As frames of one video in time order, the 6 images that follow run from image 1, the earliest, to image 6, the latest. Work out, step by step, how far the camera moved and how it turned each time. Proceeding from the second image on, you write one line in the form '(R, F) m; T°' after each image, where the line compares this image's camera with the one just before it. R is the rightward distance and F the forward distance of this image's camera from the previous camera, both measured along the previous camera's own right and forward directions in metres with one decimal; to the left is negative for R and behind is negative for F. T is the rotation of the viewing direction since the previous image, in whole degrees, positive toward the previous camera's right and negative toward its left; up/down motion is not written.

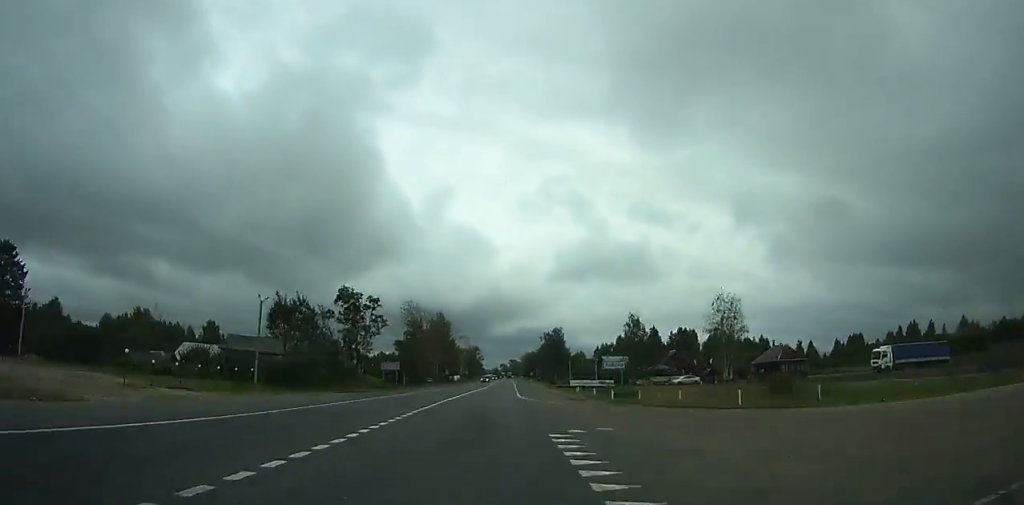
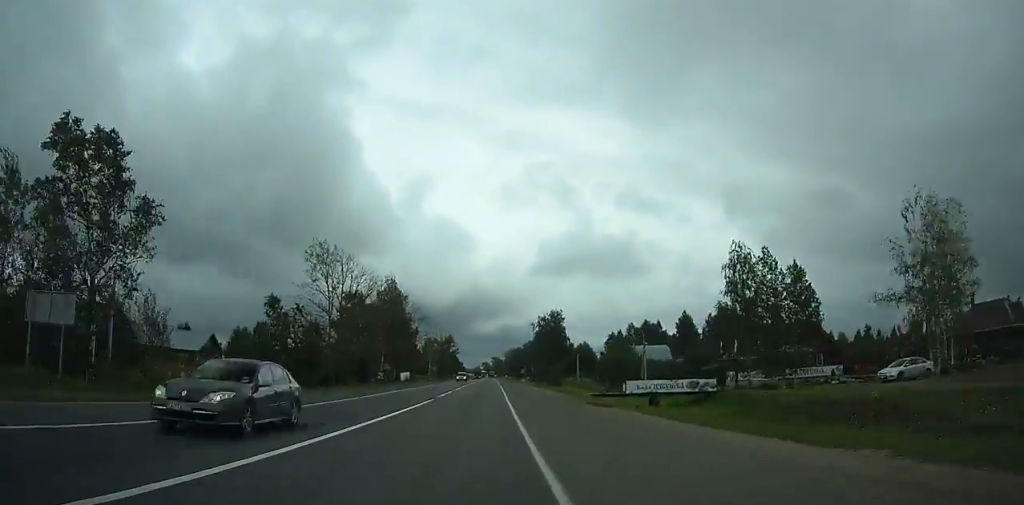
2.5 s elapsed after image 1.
(+0.7, +52.8) m; +1°
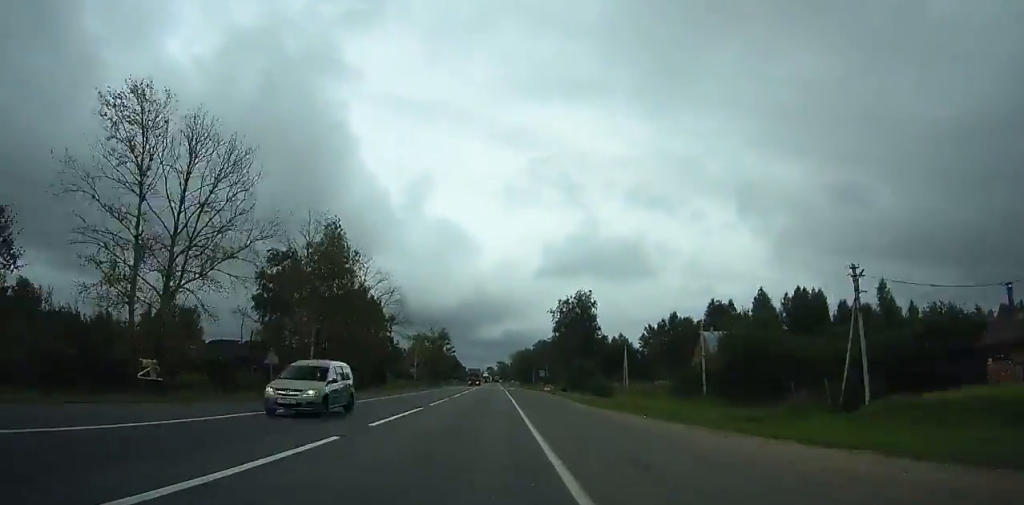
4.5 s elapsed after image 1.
(+0.2, +41.8) m; 0°
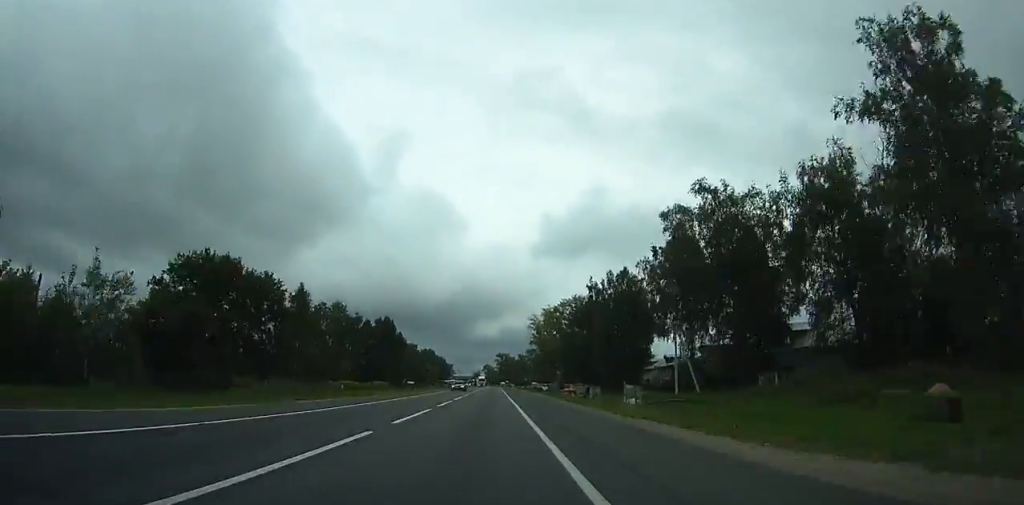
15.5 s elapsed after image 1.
(-0.6, +230.7) m; 0°
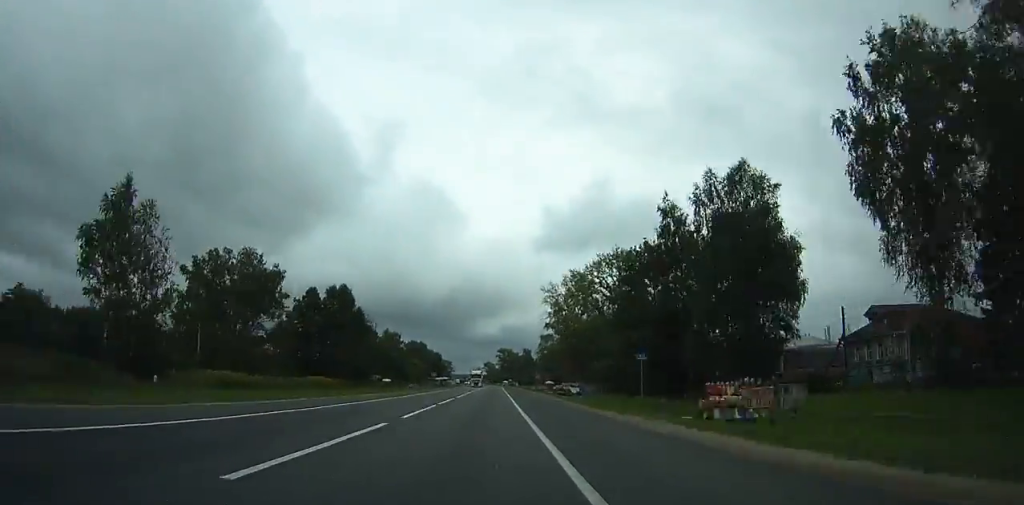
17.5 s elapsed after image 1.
(+0.2, +44.4) m; 0°
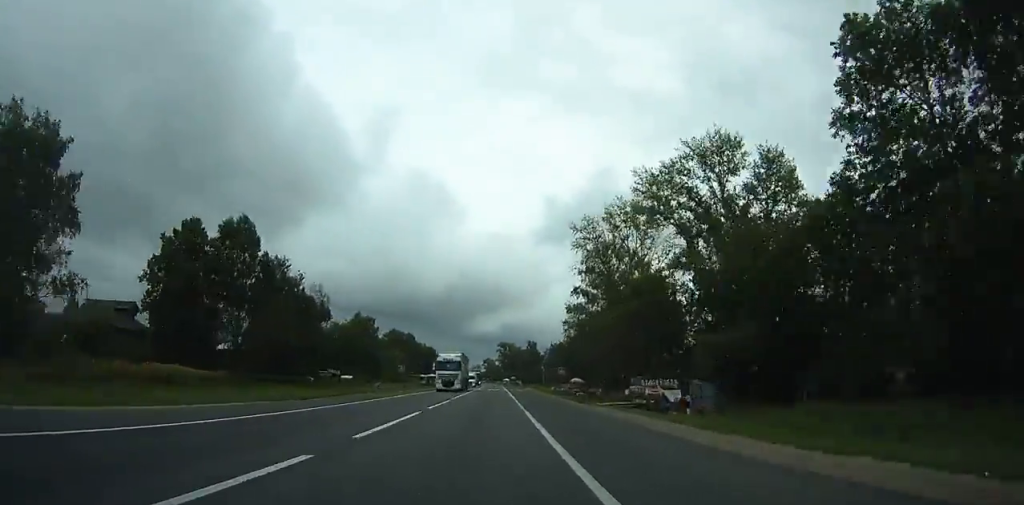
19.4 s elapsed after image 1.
(+0.1, +42.5) m; 0°
